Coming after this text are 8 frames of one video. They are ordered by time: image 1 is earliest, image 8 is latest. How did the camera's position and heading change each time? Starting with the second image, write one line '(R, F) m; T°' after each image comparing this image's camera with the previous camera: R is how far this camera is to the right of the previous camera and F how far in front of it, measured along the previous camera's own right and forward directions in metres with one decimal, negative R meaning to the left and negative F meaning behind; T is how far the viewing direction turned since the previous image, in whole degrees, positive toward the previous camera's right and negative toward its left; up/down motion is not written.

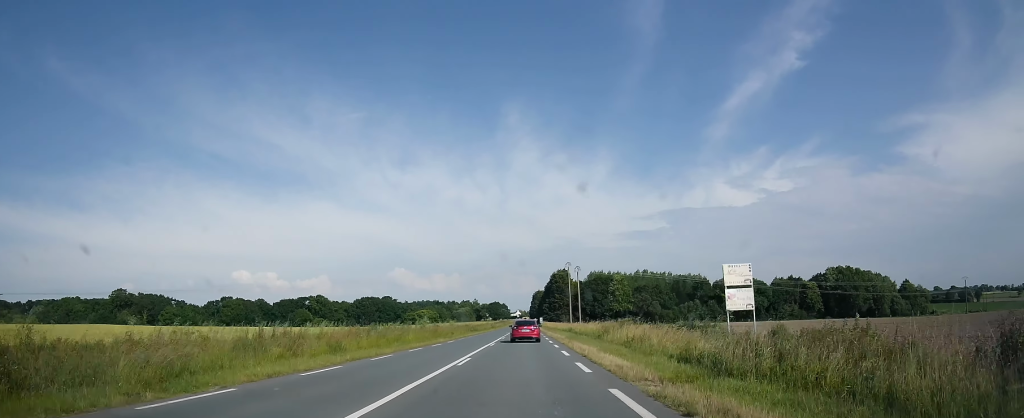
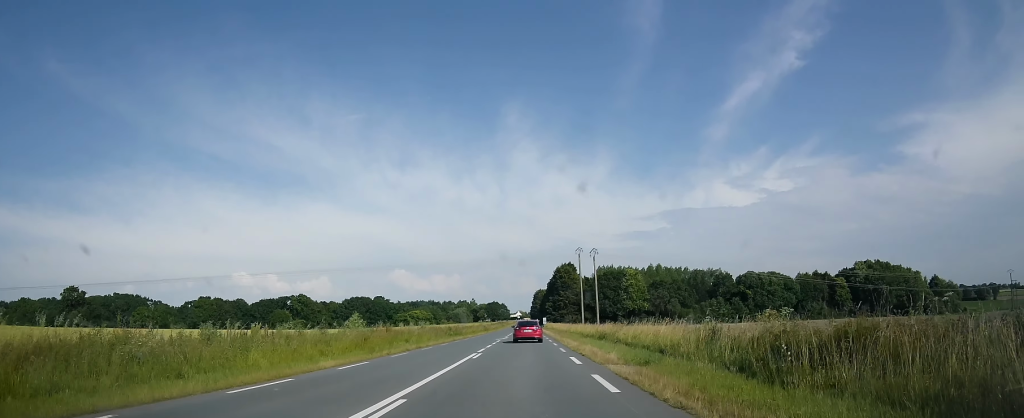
(-0.5, +22.9) m; -1°
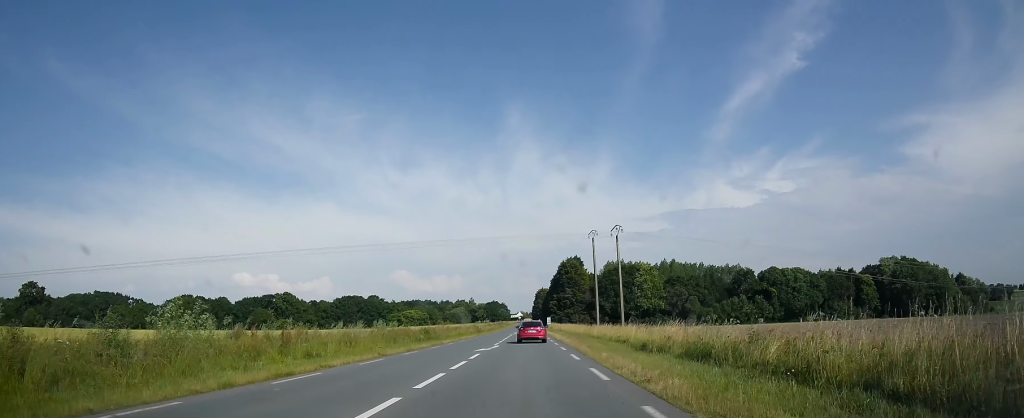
(+0.1, +17.6) m; 0°
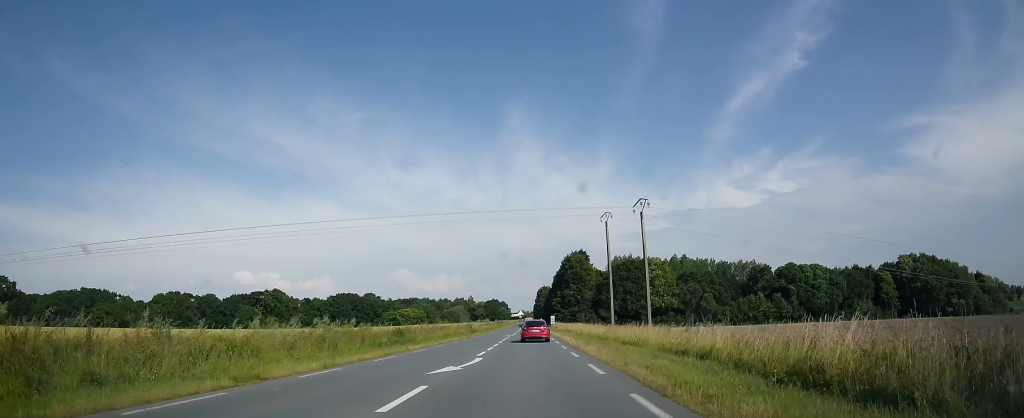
(0.0, +11.5) m; 0°
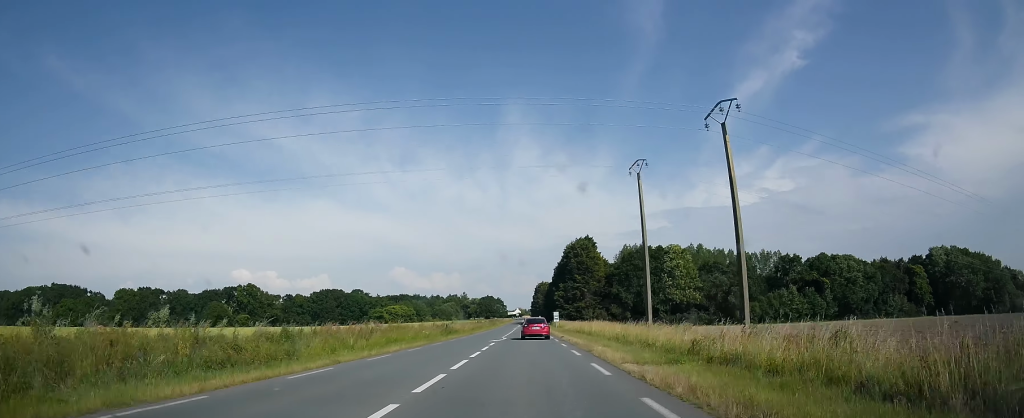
(0.0, +19.2) m; 0°
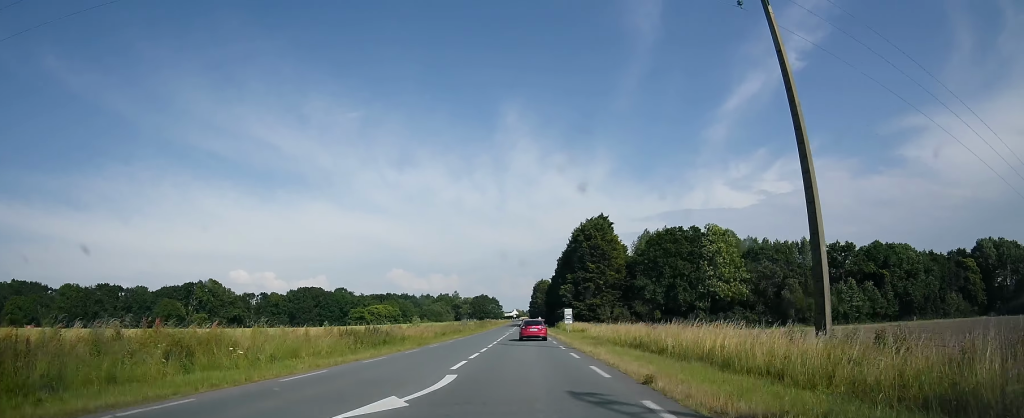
(0.0, +26.1) m; 0°
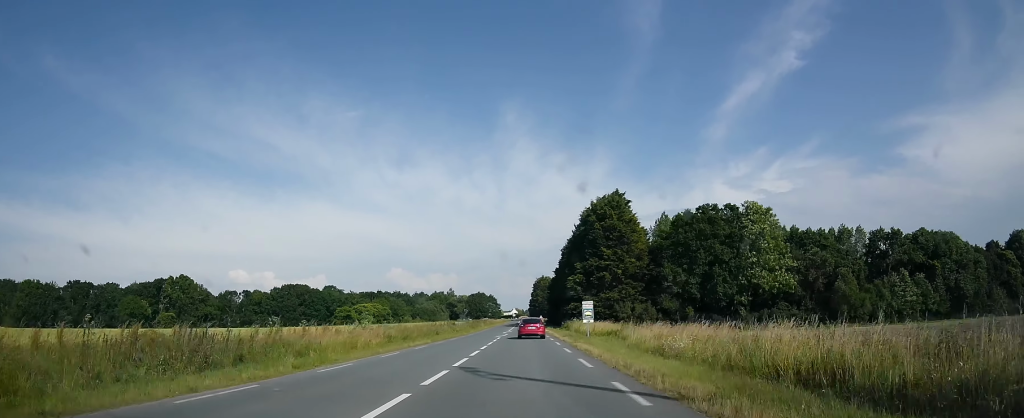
(0.0, +16.8) m; 0°
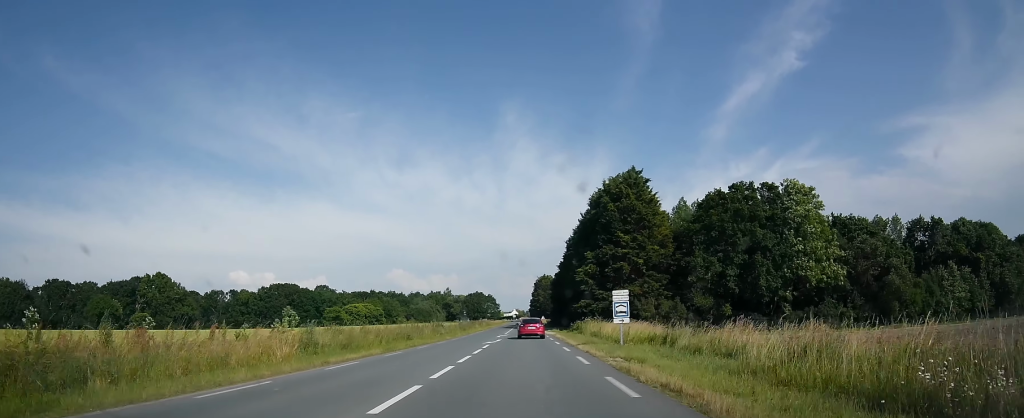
(0.0, +12.2) m; 0°
